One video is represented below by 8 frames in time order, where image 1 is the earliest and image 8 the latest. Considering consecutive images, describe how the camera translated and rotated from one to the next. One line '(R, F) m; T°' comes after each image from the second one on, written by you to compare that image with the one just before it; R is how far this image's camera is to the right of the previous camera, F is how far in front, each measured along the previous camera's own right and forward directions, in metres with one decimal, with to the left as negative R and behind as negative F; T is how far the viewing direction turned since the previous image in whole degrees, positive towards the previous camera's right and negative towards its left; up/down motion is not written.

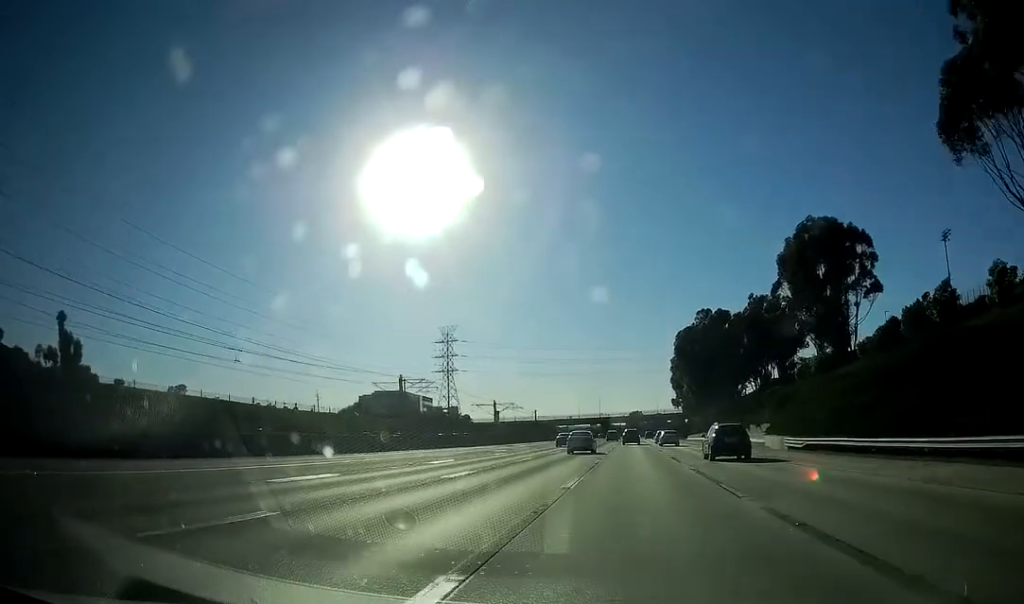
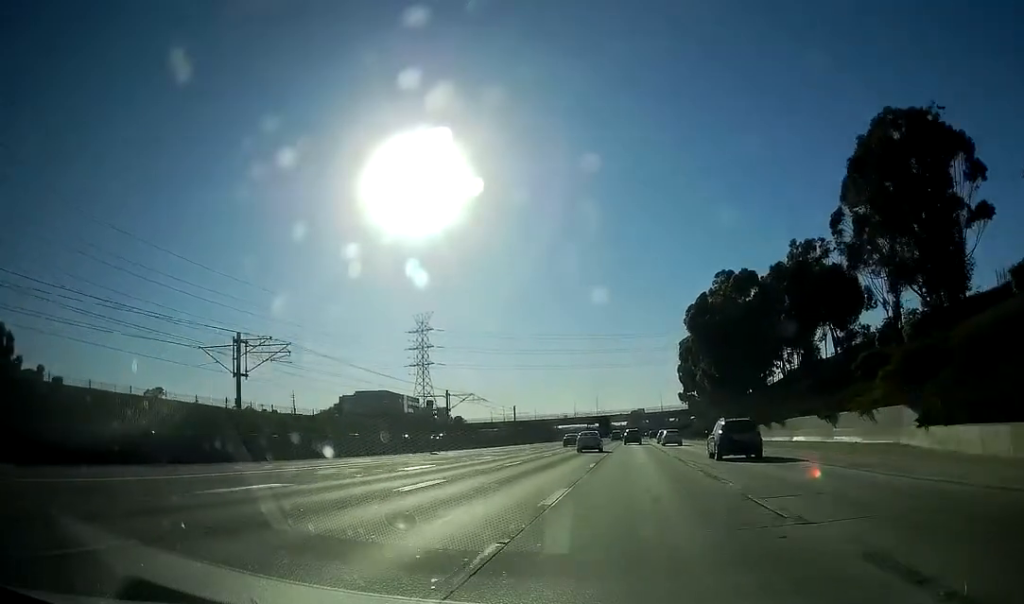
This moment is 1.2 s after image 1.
(-0.2, +33.9) m; -1°
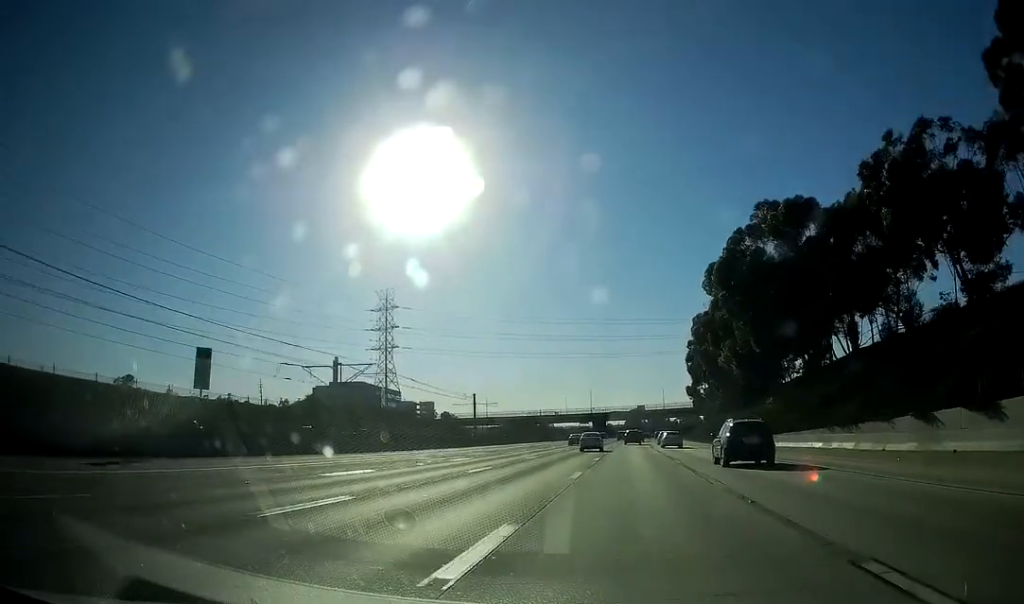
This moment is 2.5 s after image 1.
(-0.1, +37.0) m; 0°
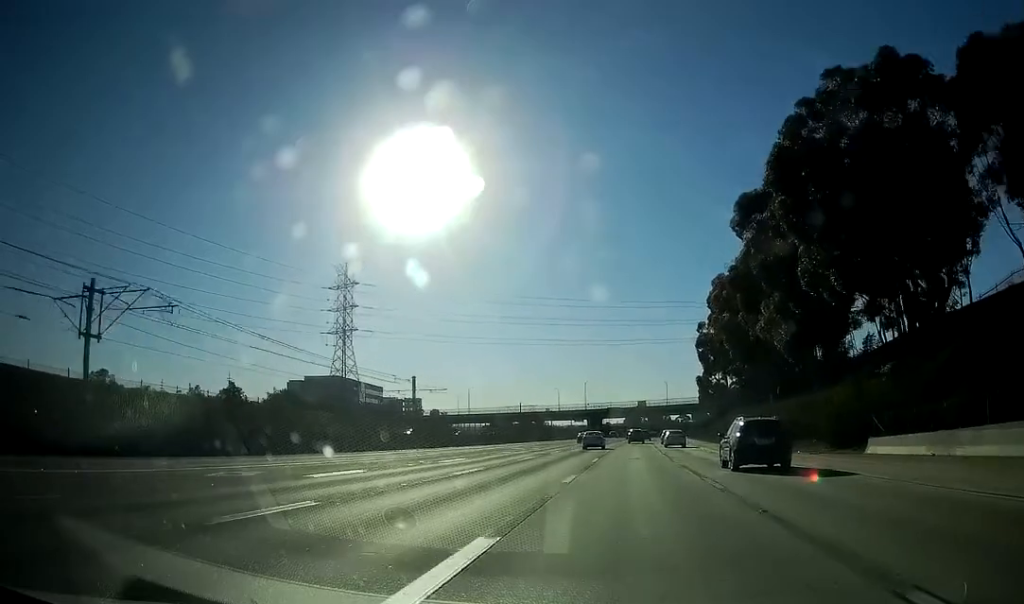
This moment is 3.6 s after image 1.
(+0.1, +31.1) m; 0°
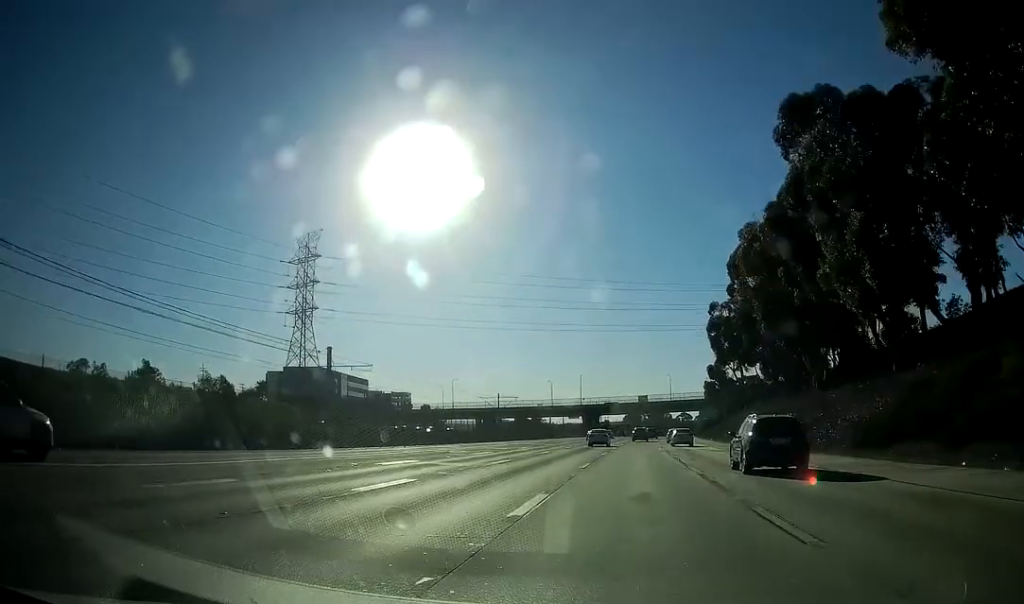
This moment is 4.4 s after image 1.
(0.0, +23.4) m; 0°
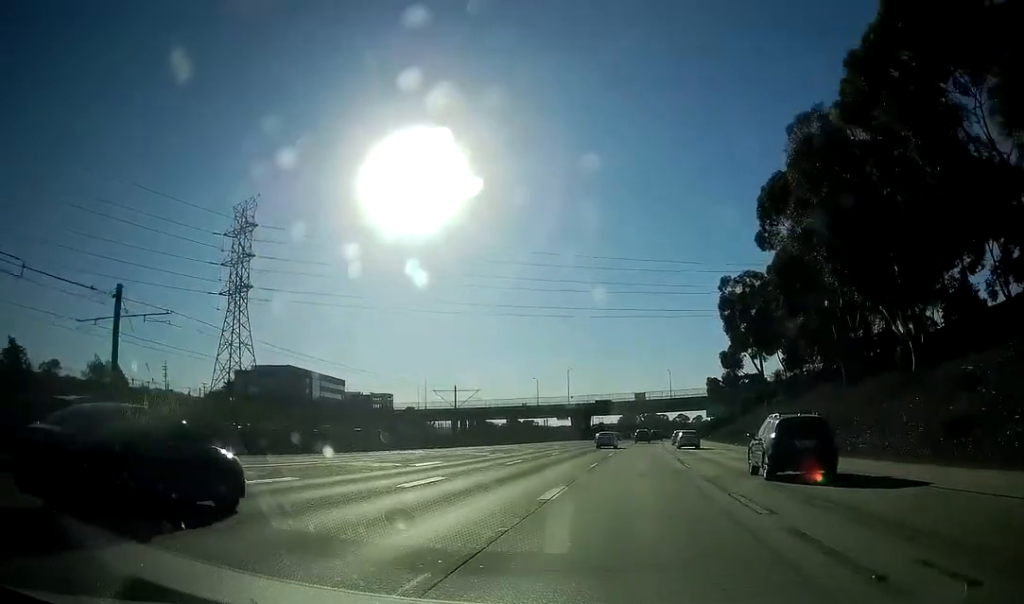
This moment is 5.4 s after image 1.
(0.0, +26.2) m; 0°
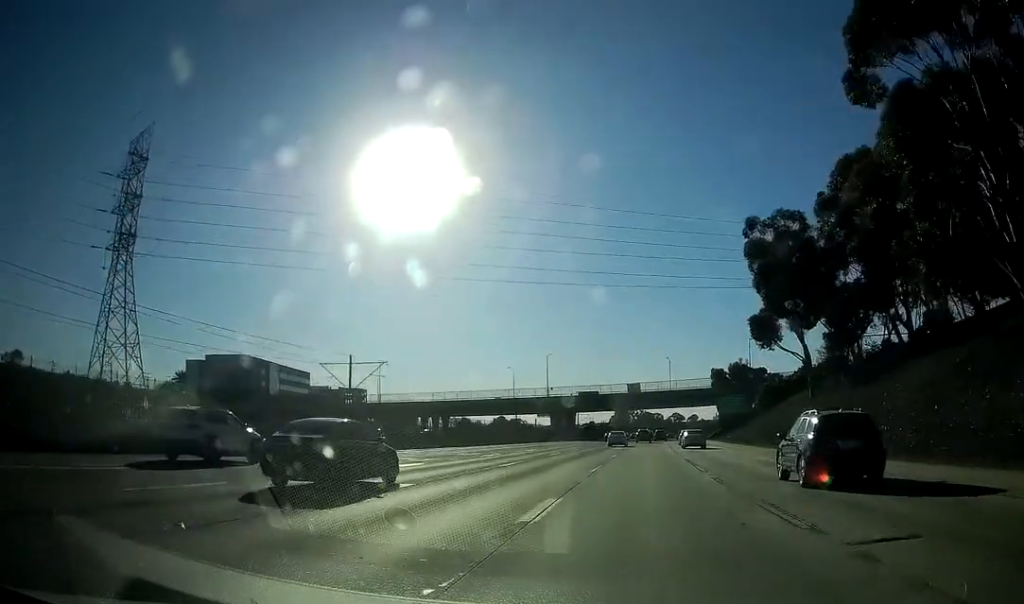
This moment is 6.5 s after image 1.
(+0.2, +32.7) m; 0°
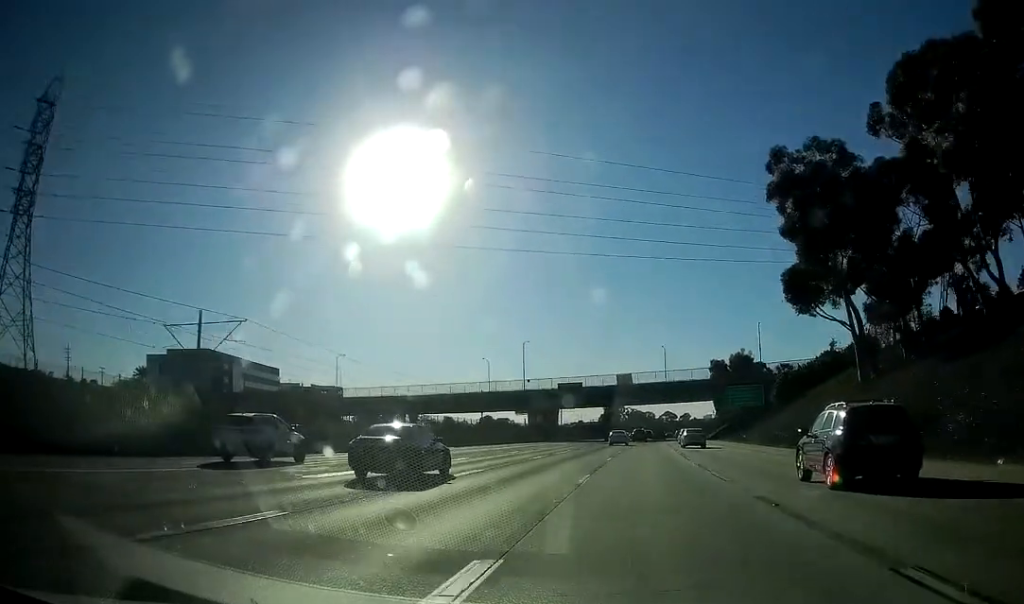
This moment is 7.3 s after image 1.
(-0.2, +21.6) m; +1°
